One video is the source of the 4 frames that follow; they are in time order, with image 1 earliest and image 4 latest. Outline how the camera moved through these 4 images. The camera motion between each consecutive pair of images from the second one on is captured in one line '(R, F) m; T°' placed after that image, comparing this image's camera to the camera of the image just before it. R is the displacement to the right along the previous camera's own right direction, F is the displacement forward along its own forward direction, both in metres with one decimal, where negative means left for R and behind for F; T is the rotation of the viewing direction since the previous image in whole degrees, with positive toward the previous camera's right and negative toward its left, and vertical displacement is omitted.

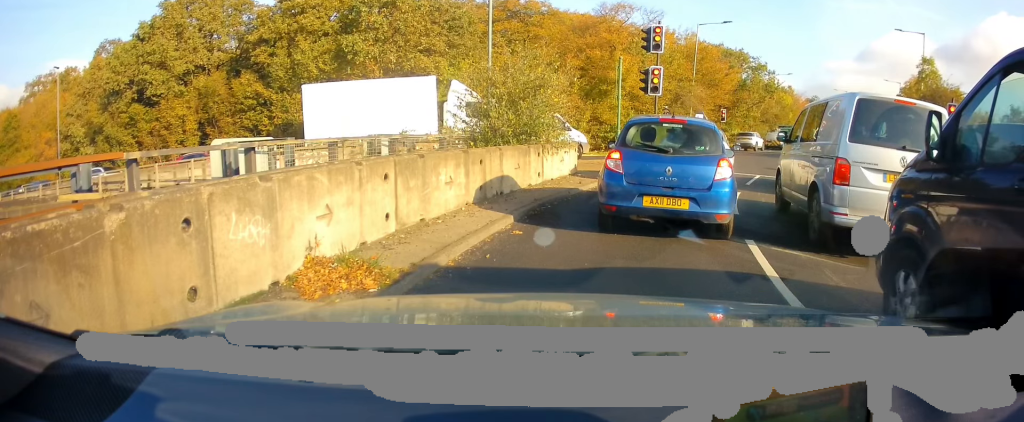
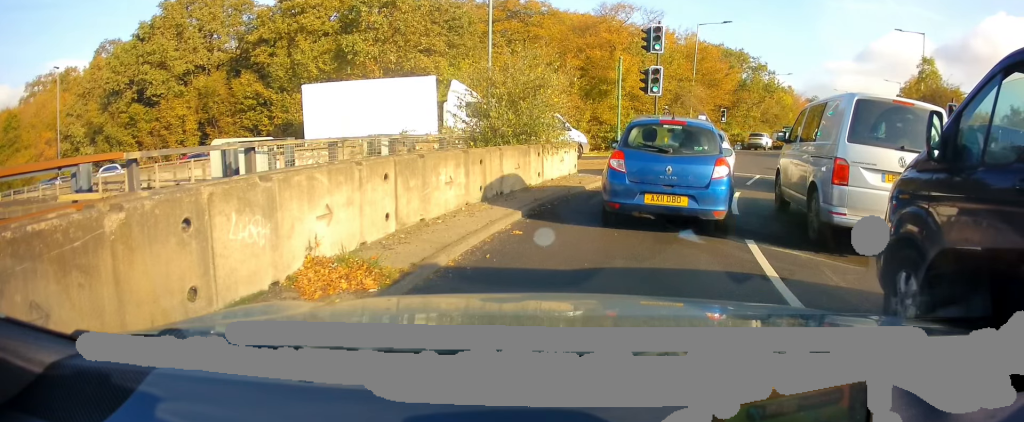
(0.0, 0.0) m; 0°
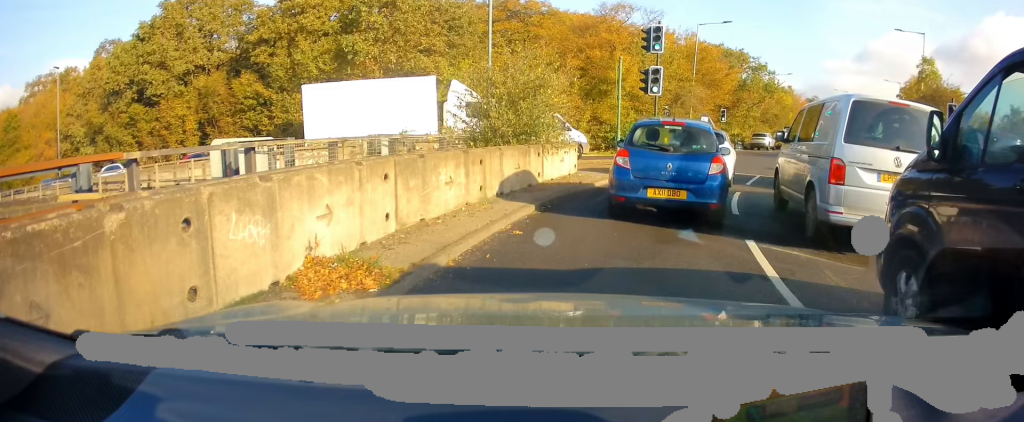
(0.0, 0.0) m; 0°
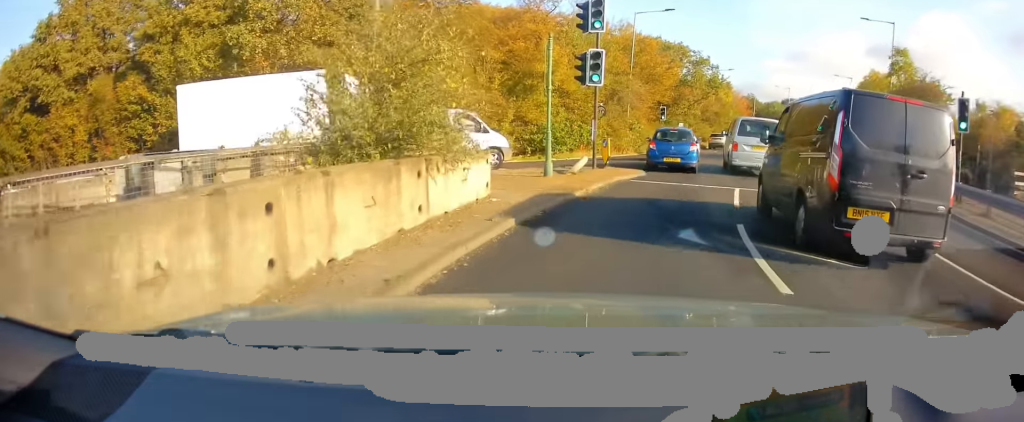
(-0.2, +3.6) m; +4°
